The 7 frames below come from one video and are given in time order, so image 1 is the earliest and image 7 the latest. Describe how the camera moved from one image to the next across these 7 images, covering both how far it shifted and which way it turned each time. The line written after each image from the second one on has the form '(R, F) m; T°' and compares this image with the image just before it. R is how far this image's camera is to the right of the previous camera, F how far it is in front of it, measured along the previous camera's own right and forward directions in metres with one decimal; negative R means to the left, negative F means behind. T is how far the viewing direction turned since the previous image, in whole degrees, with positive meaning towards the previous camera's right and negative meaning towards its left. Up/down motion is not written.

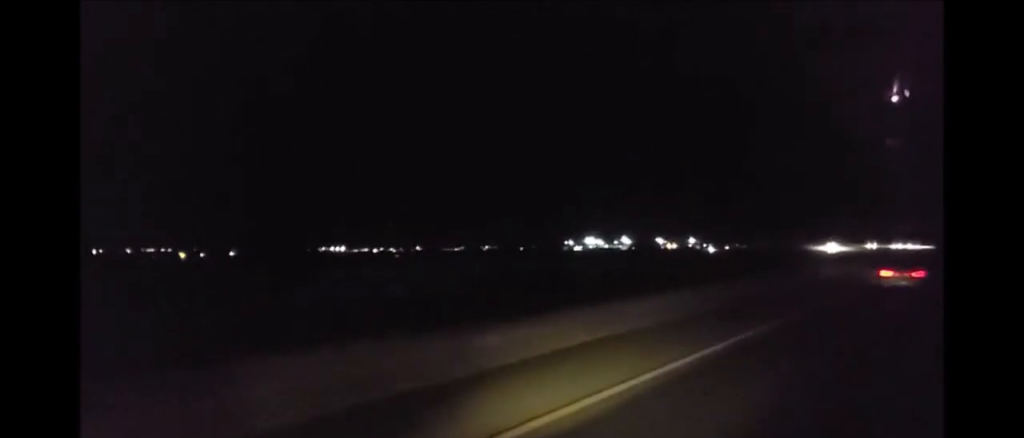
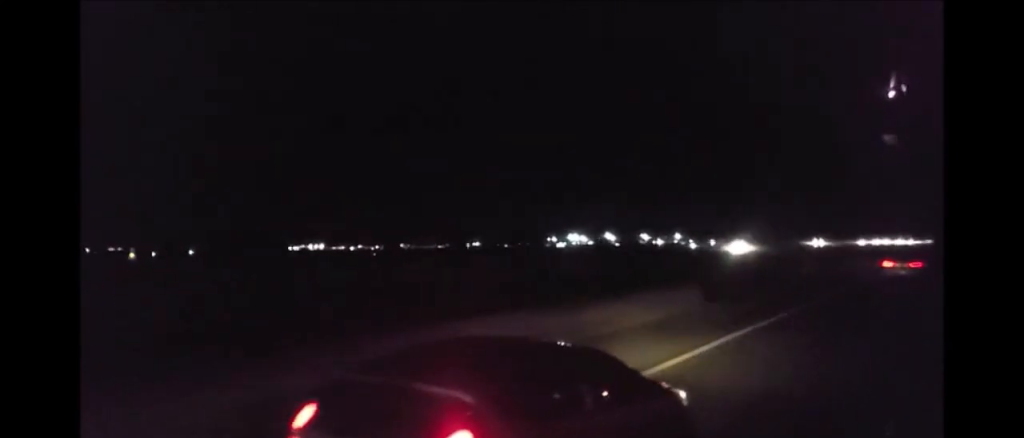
(-0.5, +47.5) m; -1°
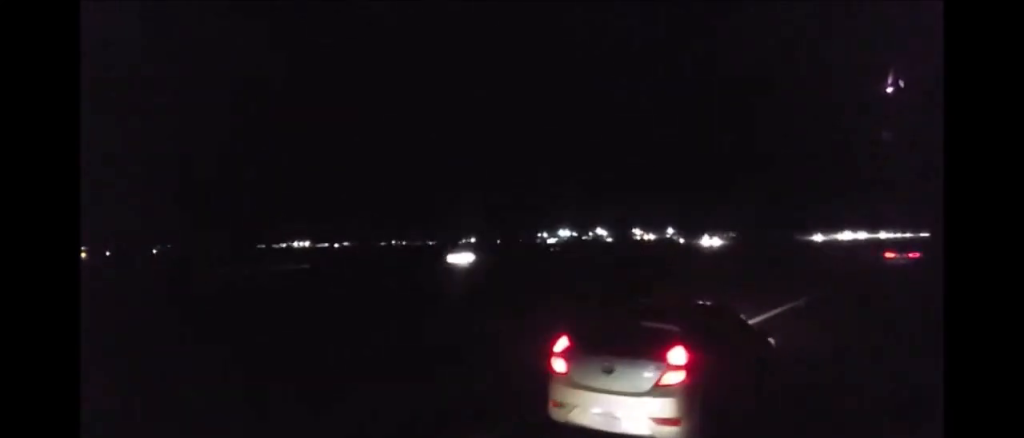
(0.0, +44.5) m; +1°
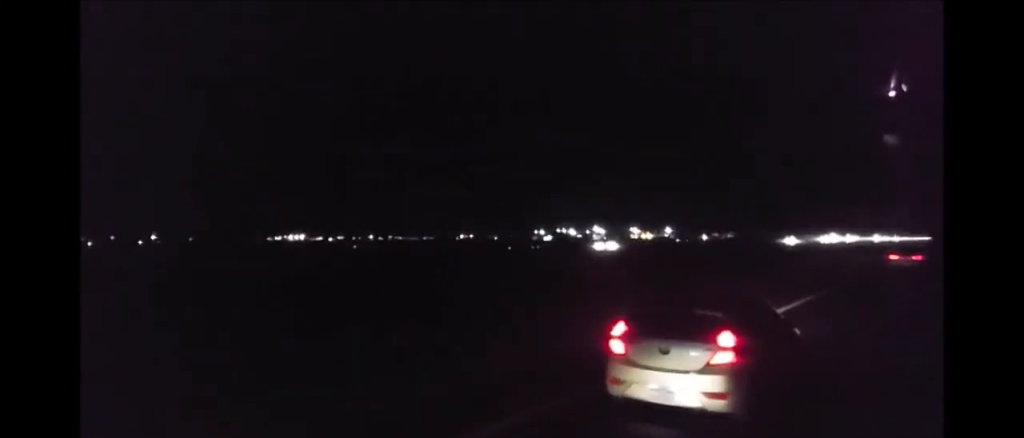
(+0.1, +18.9) m; 0°
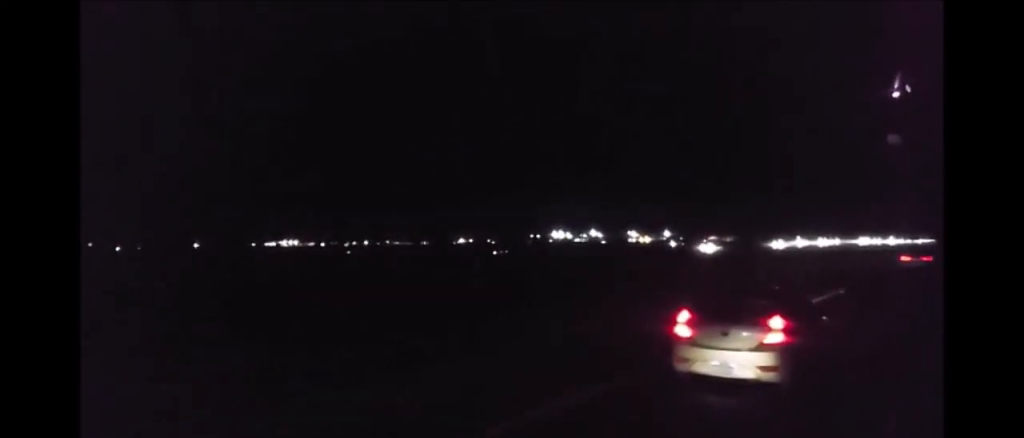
(-0.1, +33.4) m; 0°
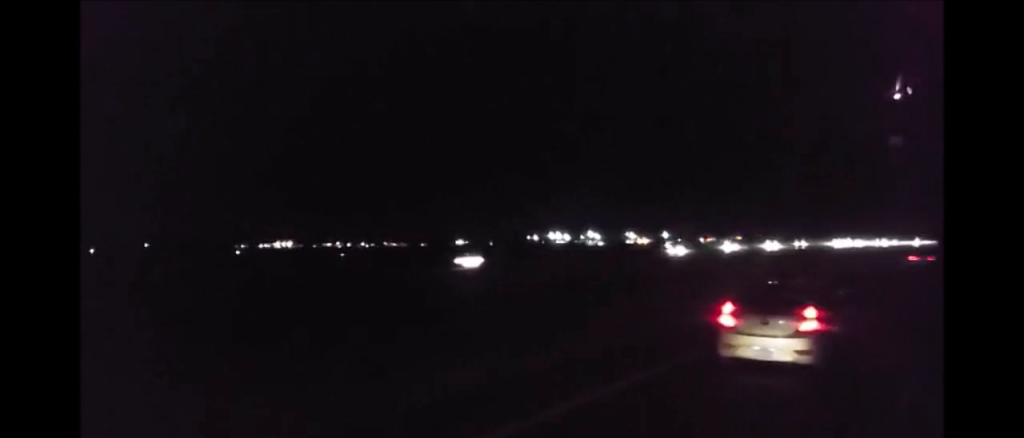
(+0.3, +32.0) m; 0°
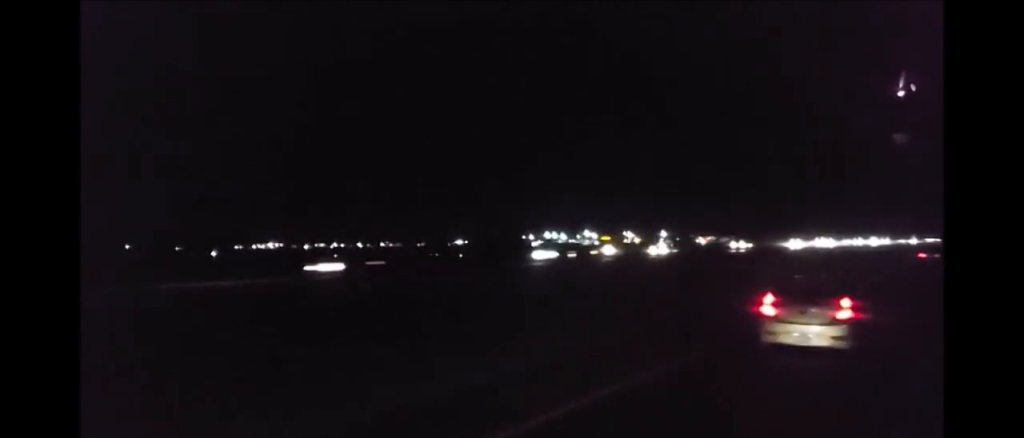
(-0.3, +31.9) m; -1°
